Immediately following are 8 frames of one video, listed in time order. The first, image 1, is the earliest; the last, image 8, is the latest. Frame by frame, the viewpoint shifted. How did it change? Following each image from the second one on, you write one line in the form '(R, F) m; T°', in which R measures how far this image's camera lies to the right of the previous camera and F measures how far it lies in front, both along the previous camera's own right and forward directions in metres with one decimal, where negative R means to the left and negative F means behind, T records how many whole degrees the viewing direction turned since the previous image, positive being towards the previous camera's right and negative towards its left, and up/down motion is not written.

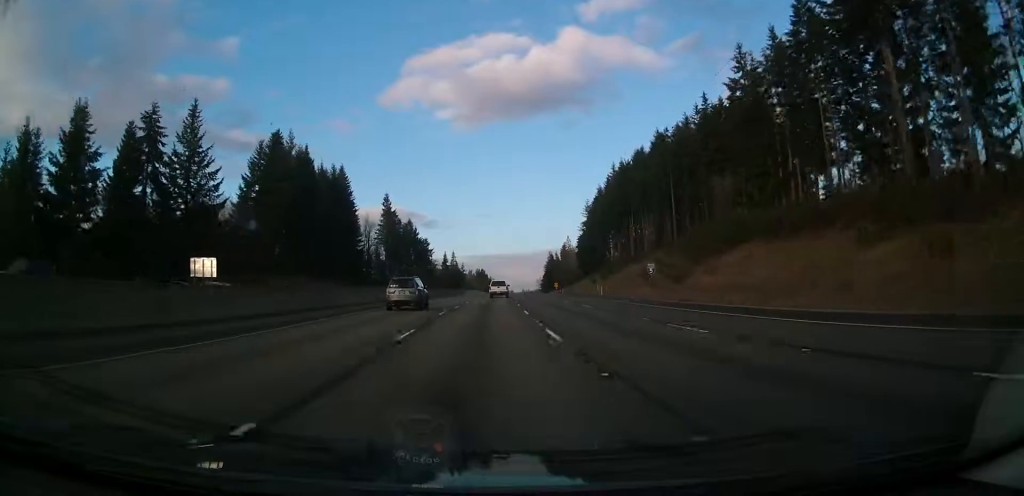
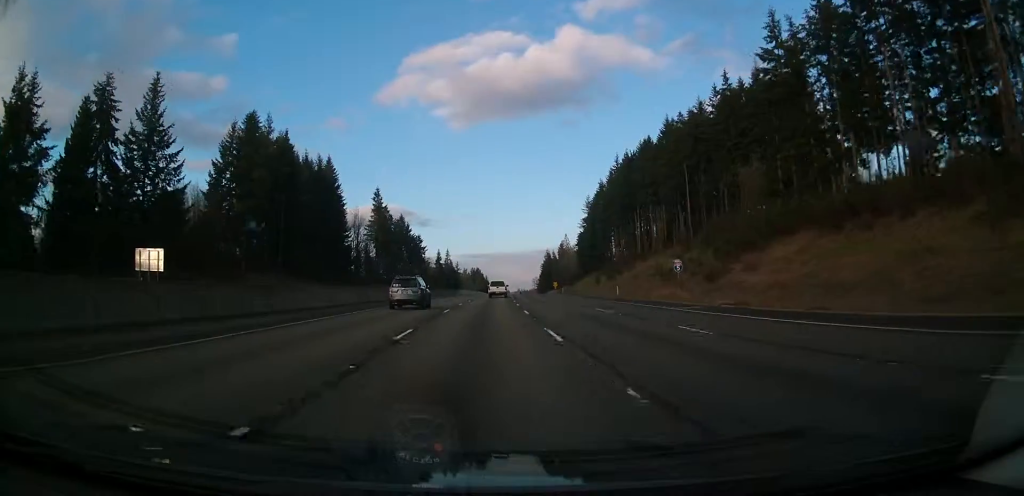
(-0.1, +12.2) m; +1°
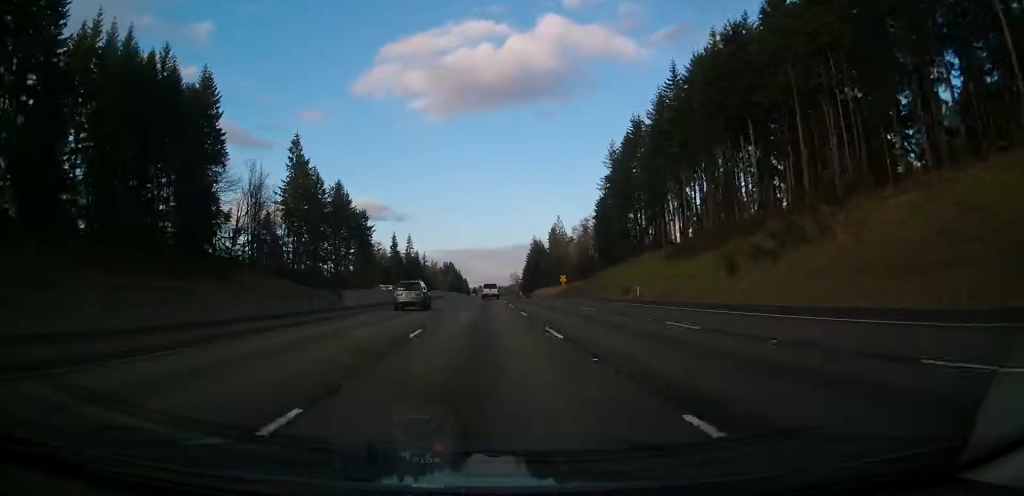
(+2.5, +83.0) m; +3°
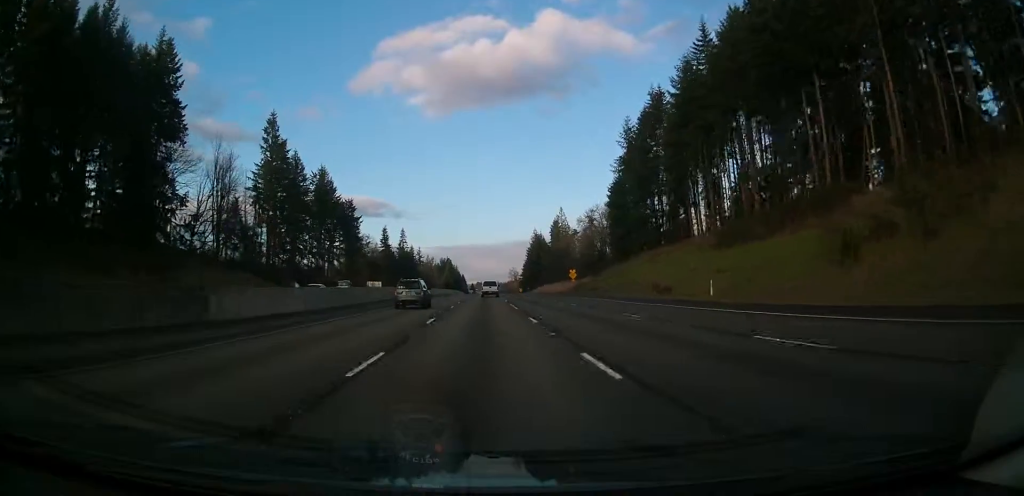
(+0.1, +18.5) m; 0°
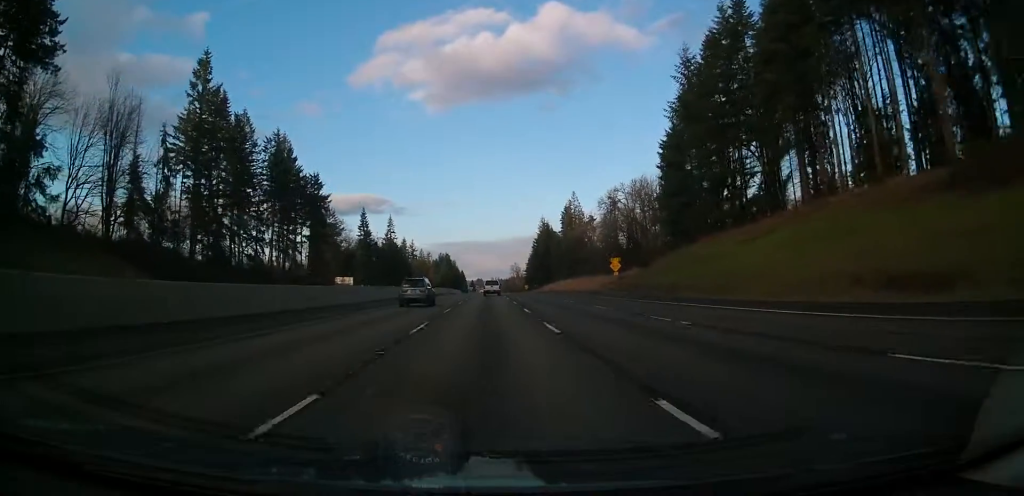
(-0.1, +40.4) m; 0°
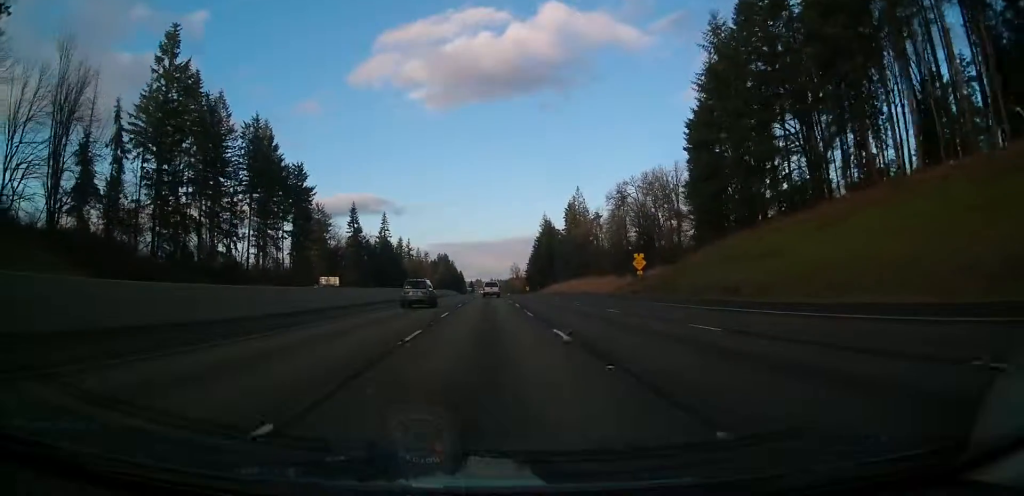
(0.0, +13.6) m; 0°
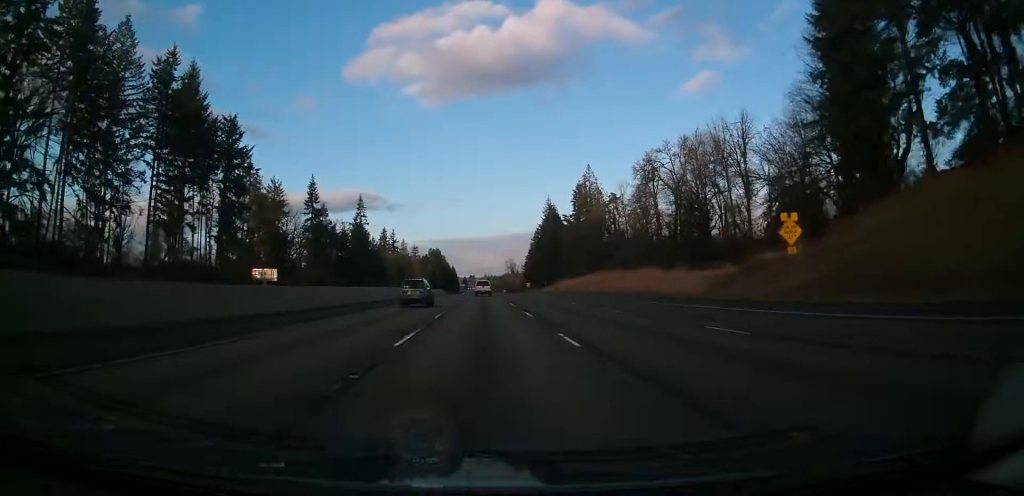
(+0.5, +38.0) m; +1°
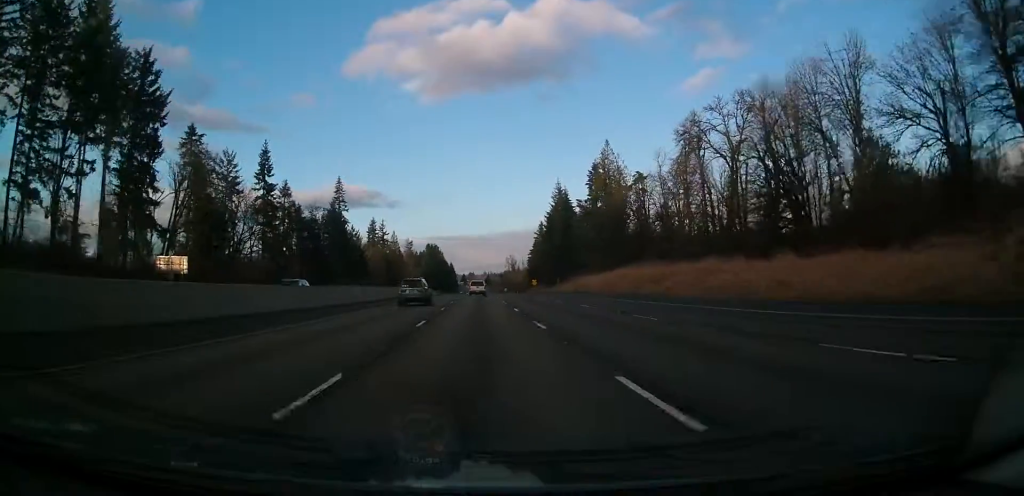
(0.0, +31.8) m; 0°
